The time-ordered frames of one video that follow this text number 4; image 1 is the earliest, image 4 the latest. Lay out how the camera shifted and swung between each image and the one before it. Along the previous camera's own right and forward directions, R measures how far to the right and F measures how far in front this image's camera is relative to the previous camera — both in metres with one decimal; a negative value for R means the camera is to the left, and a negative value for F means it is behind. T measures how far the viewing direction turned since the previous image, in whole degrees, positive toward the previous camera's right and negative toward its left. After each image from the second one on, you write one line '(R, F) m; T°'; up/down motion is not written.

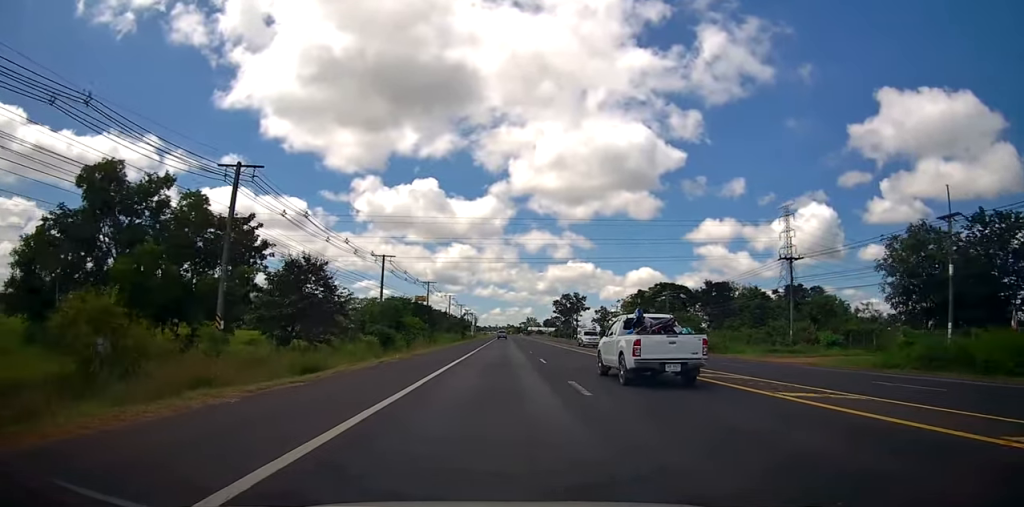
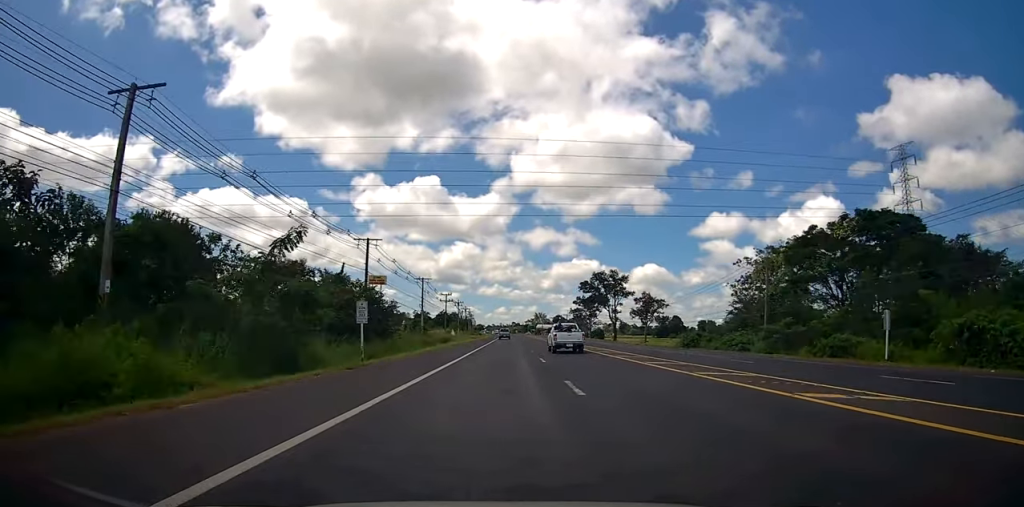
(-0.7, +73.4) m; -1°
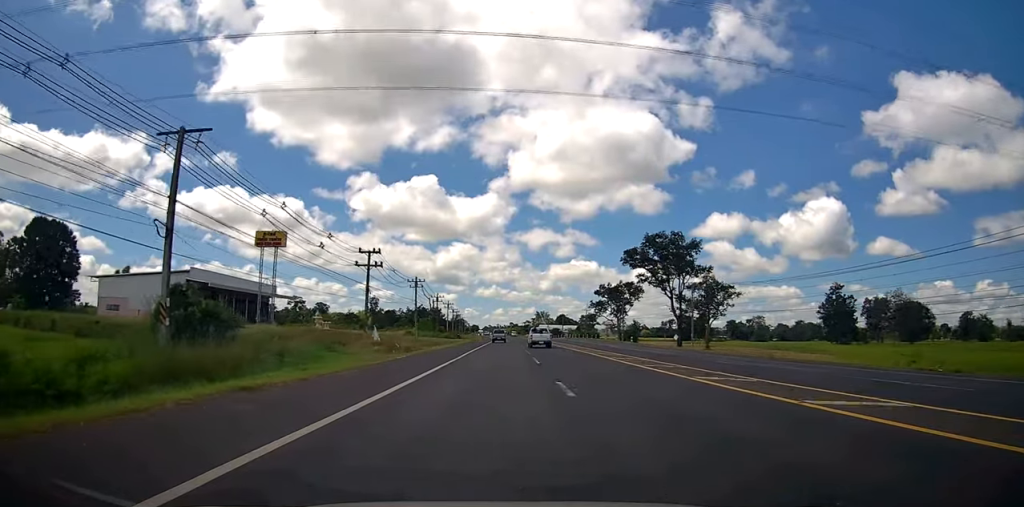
(+0.2, +60.1) m; 0°
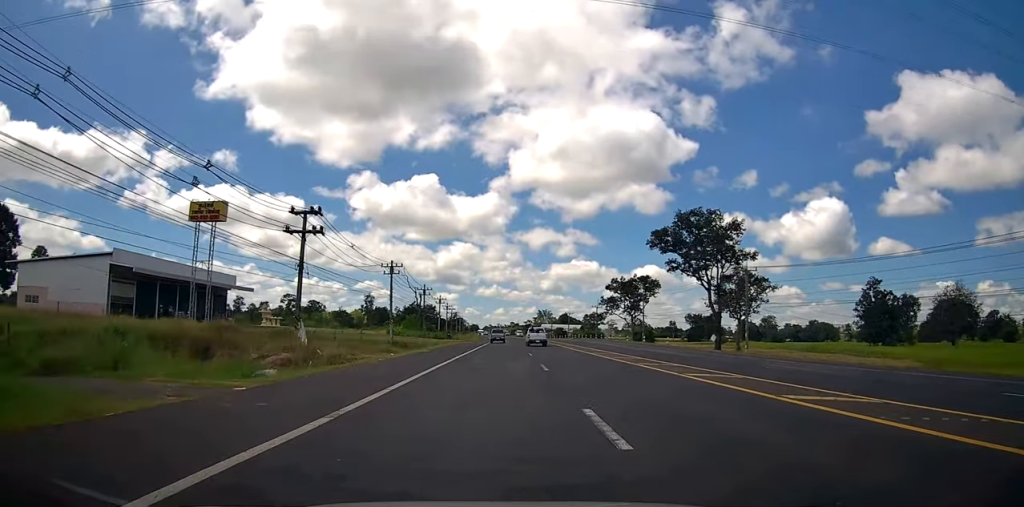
(0.0, +17.1) m; 0°
